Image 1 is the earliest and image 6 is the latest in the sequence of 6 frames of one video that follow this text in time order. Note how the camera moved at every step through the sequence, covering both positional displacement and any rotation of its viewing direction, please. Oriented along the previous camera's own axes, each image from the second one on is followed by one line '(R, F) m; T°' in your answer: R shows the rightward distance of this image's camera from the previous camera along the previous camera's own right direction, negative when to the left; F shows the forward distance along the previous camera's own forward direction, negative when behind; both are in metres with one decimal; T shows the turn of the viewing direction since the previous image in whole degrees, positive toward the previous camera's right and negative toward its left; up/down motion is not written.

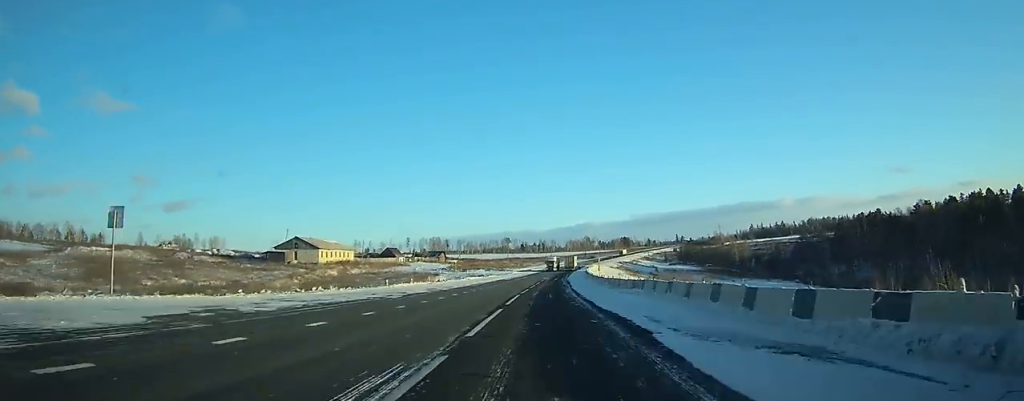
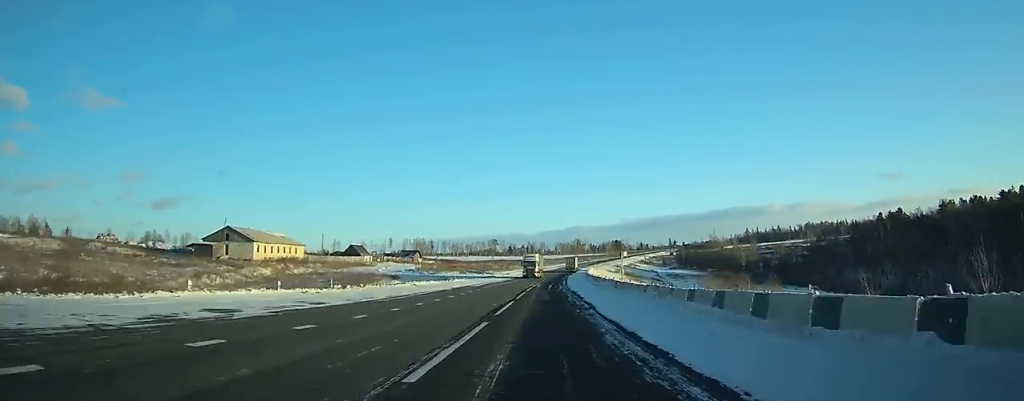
(+0.5, +28.9) m; +1°
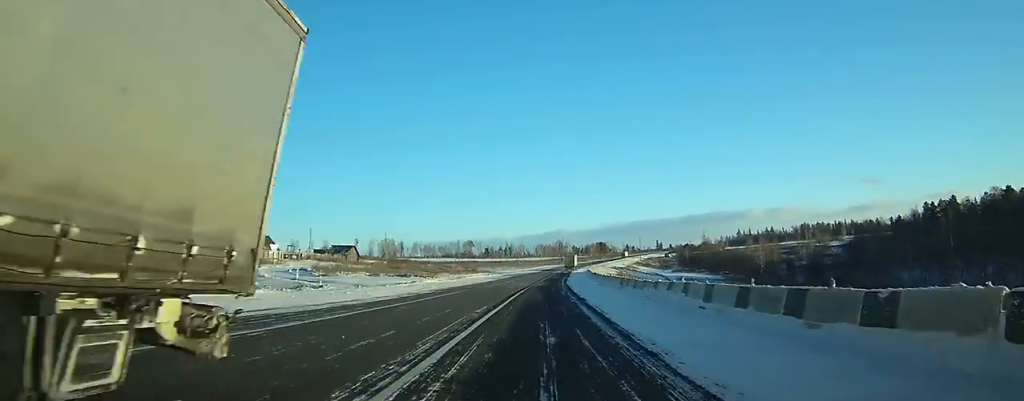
(+1.2, +53.4) m; +2°
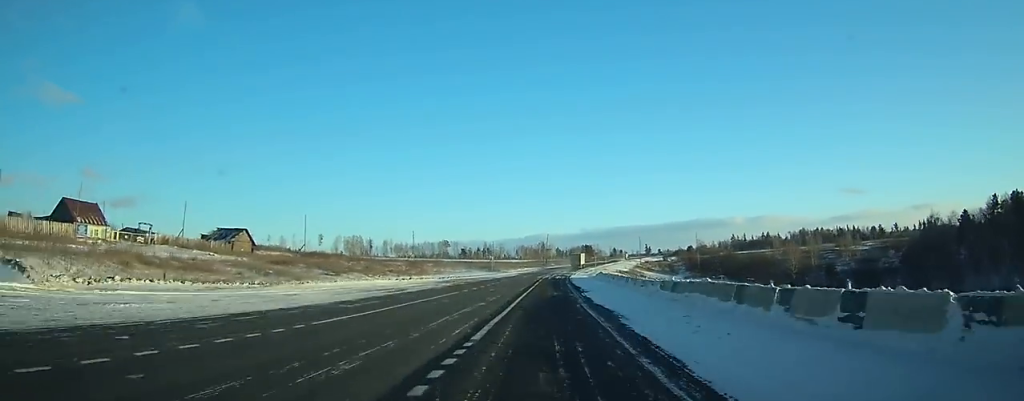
(+1.1, +52.0) m; +2°
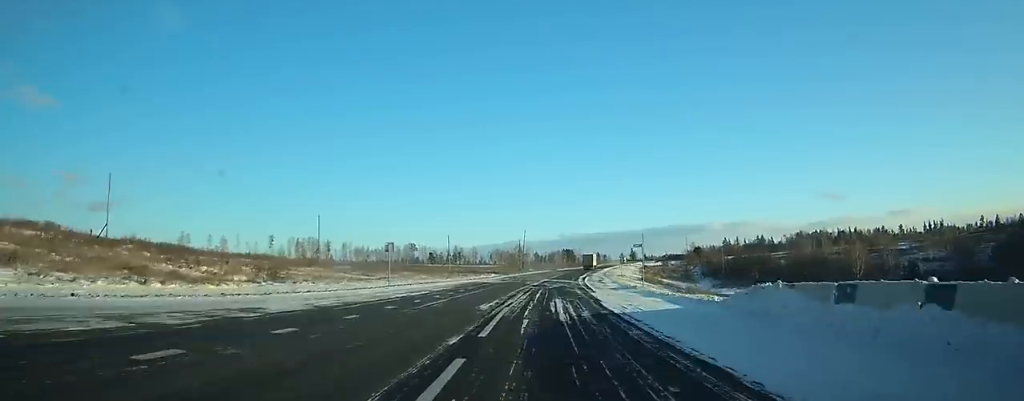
(+0.7, +59.3) m; +2°
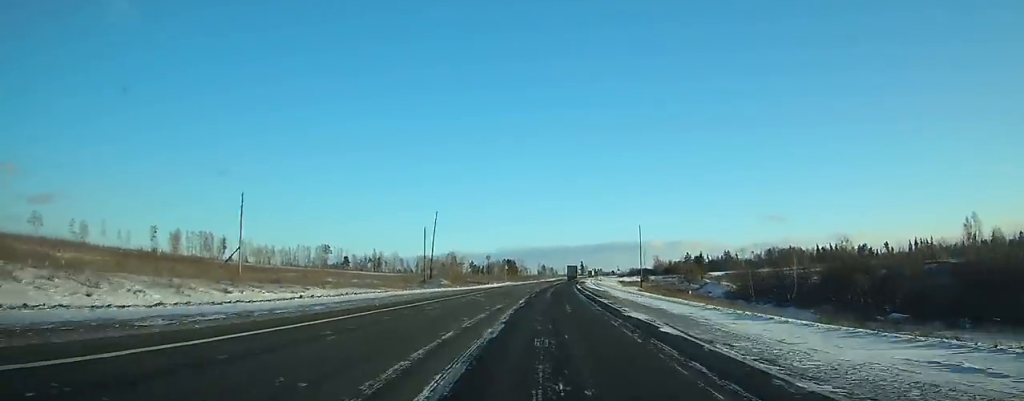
(+3.1, +89.6) m; +5°
